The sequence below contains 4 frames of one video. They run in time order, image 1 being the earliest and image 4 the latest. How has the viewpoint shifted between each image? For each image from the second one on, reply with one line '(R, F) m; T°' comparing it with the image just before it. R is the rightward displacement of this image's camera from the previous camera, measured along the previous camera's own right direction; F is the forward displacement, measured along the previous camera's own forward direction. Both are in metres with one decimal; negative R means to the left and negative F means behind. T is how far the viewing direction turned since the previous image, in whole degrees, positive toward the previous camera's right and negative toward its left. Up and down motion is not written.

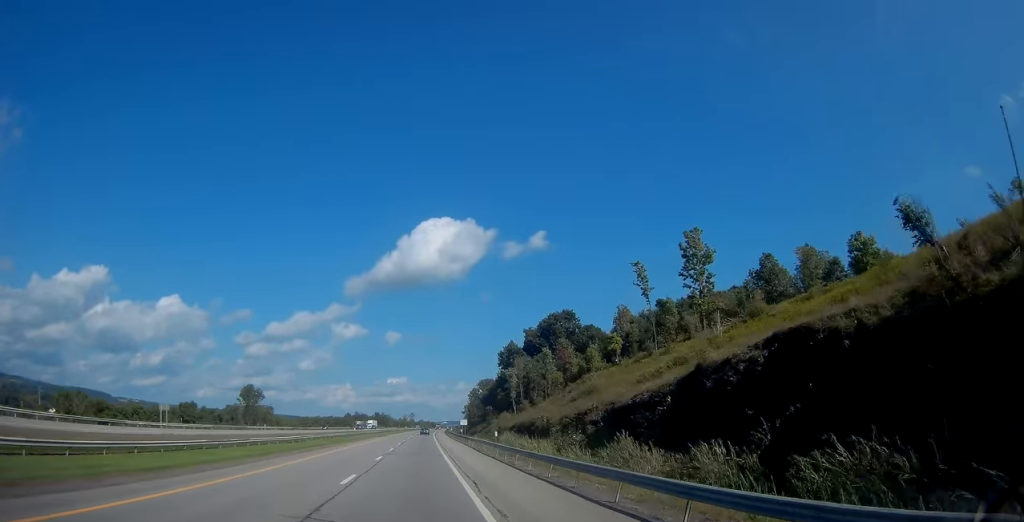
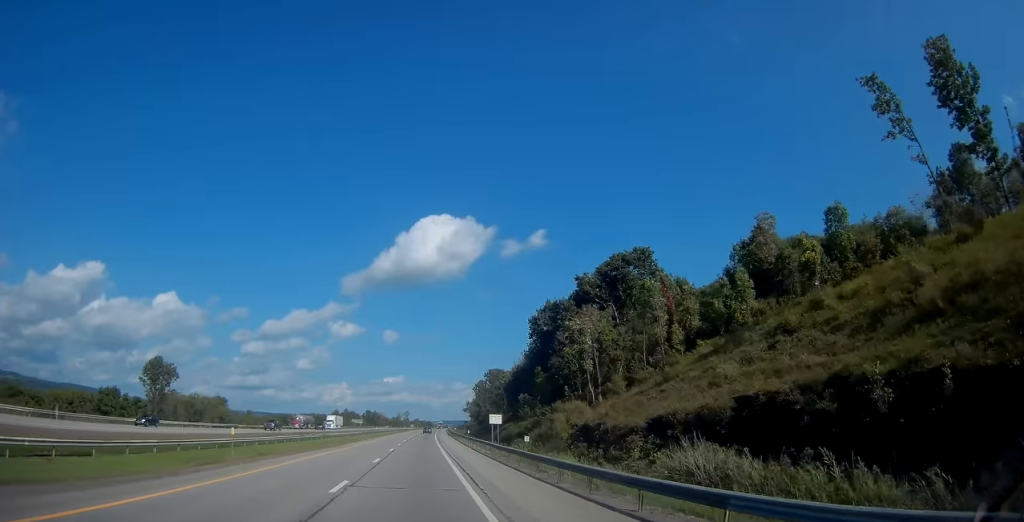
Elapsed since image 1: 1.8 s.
(-0.5, +50.8) m; 0°
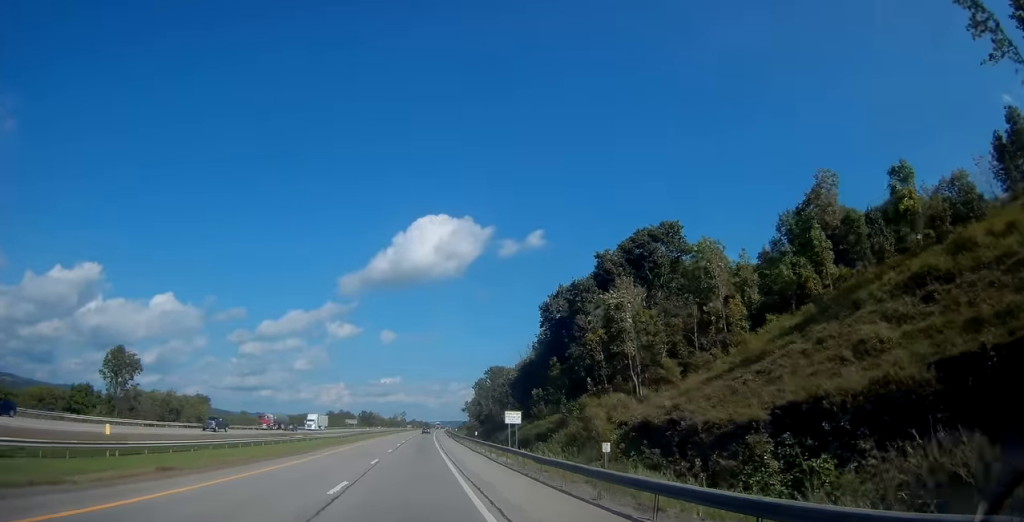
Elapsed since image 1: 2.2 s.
(+0.2, +12.5) m; 0°
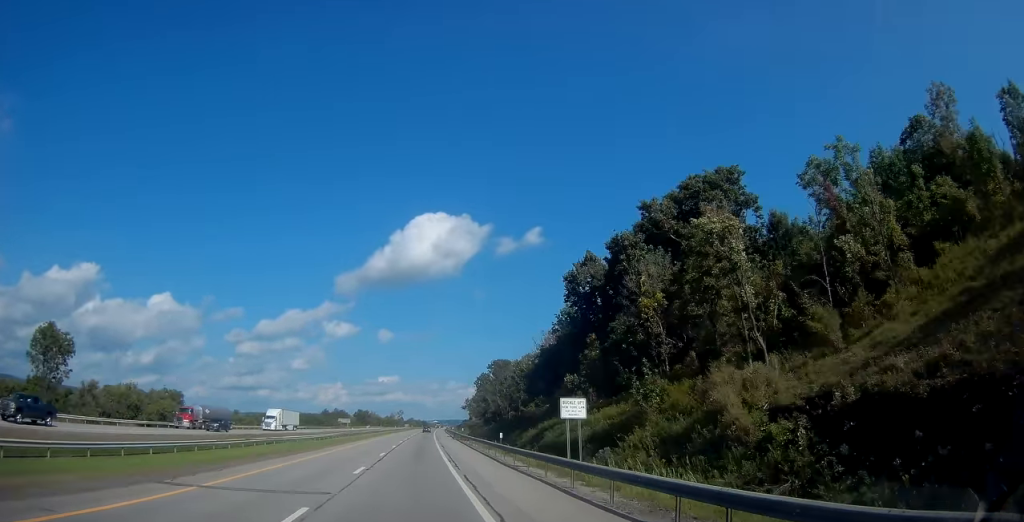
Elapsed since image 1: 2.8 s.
(+0.2, +18.3) m; 0°
